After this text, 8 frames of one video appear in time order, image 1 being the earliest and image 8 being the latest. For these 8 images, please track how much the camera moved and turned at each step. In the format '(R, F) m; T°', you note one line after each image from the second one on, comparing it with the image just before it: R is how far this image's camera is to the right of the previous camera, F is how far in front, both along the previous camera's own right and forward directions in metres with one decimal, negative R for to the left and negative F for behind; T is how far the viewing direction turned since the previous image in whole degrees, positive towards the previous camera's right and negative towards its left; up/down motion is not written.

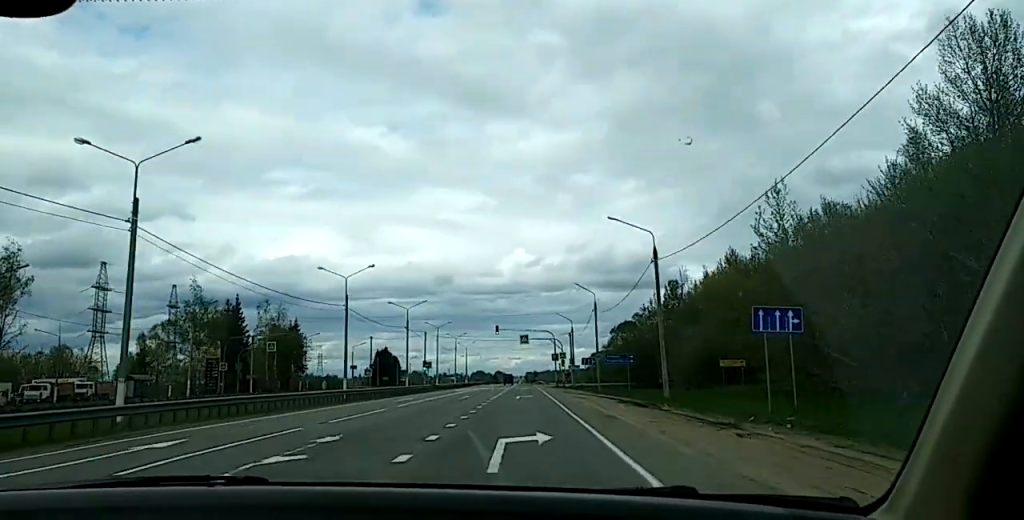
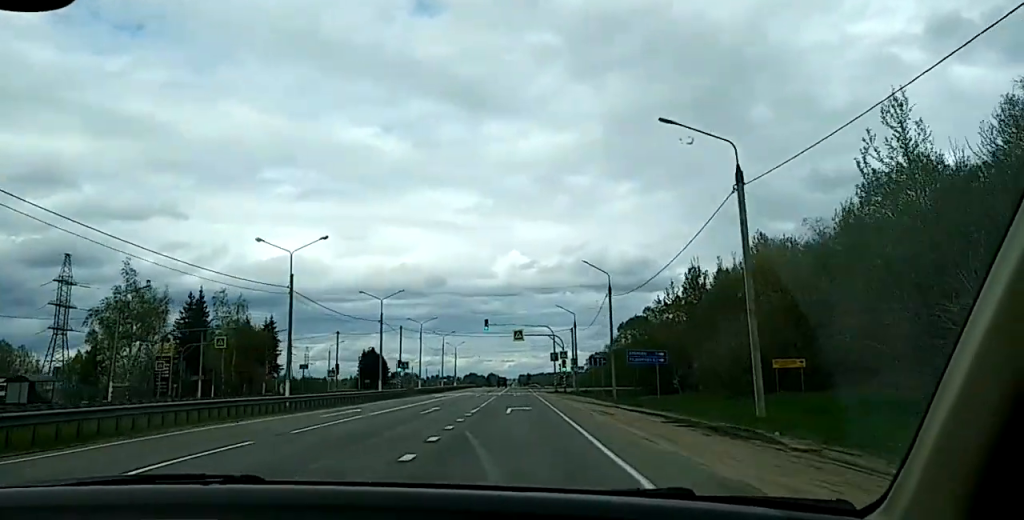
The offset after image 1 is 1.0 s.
(-0.2, +14.9) m; 0°
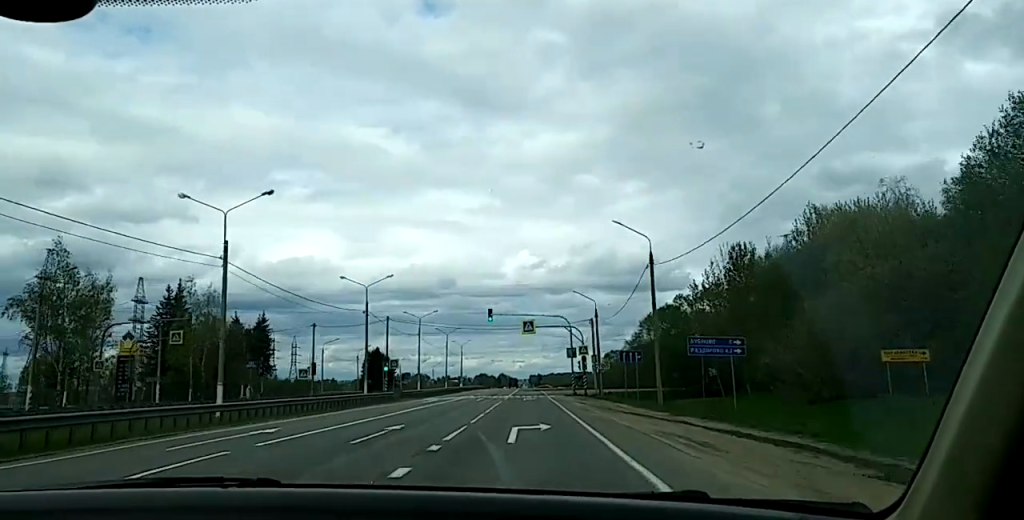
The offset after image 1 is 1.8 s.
(0.0, +12.3) m; +1°
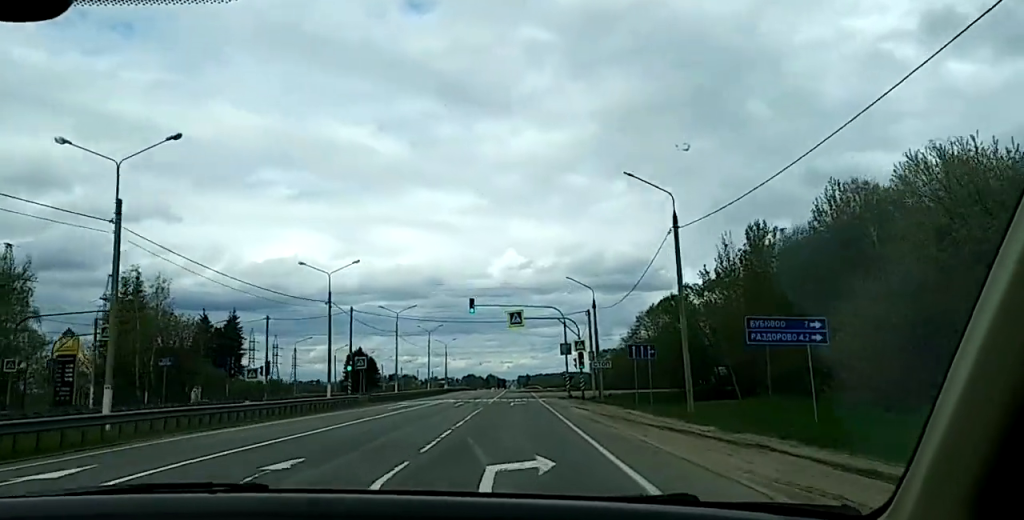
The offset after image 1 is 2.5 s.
(+0.2, +8.3) m; +1°
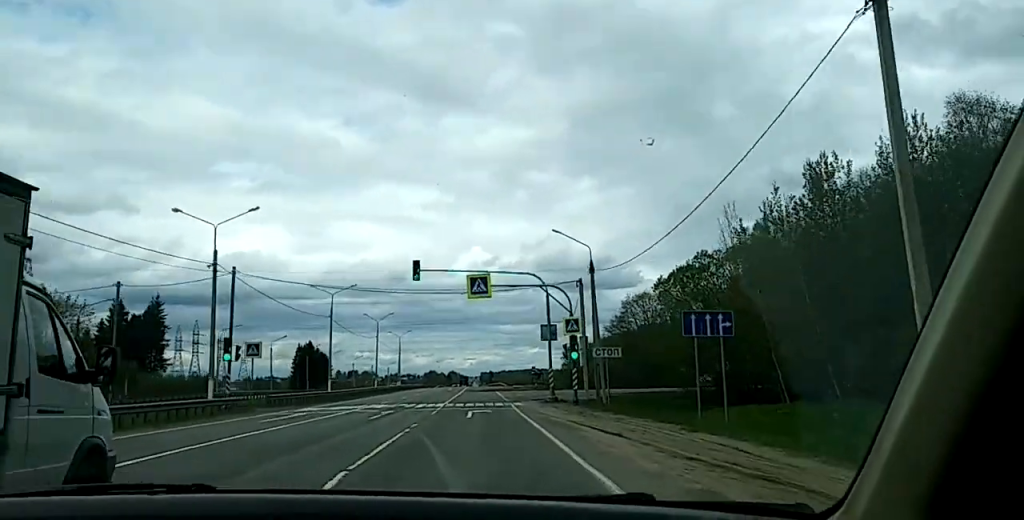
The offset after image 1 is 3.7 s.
(-0.2, +13.6) m; -2°
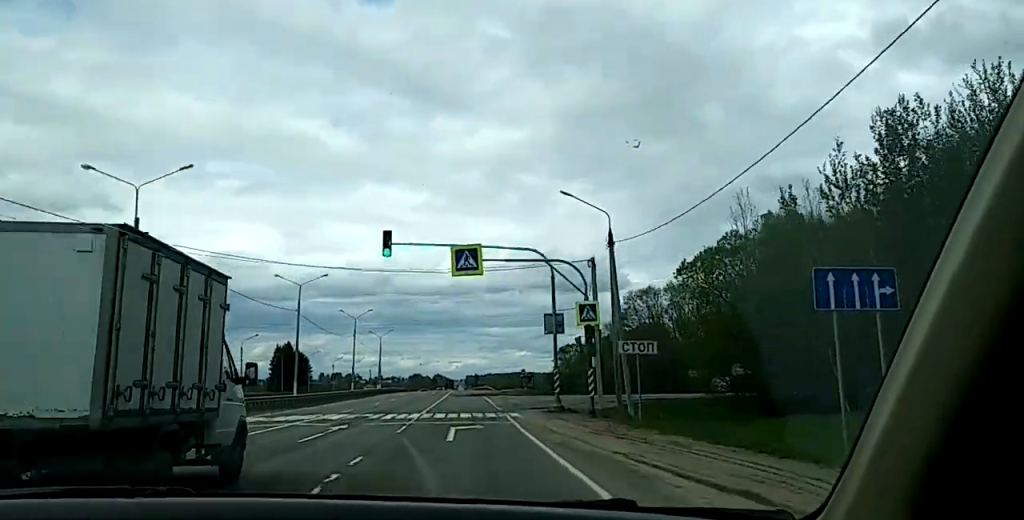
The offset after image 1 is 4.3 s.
(-0.1, +7.2) m; -1°
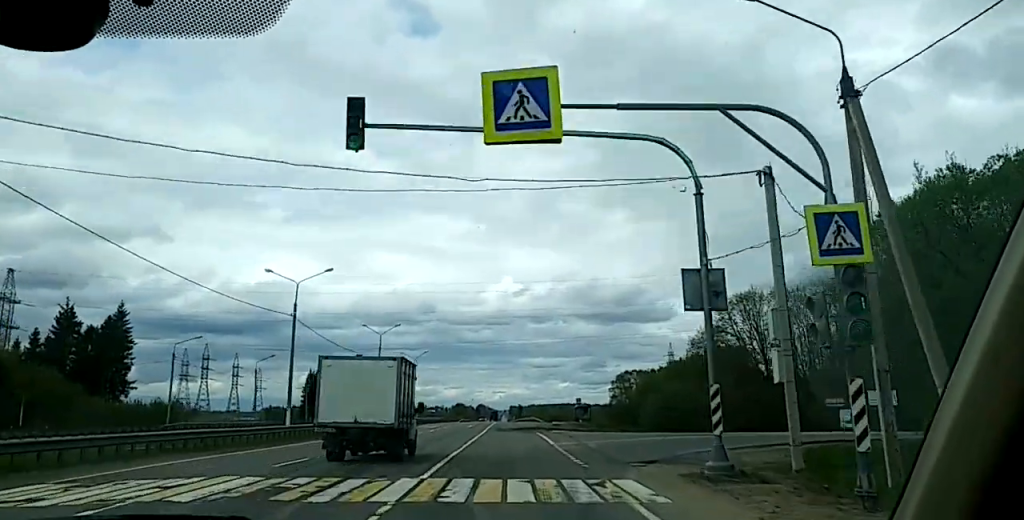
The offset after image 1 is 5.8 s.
(+0.1, +19.0) m; +2°
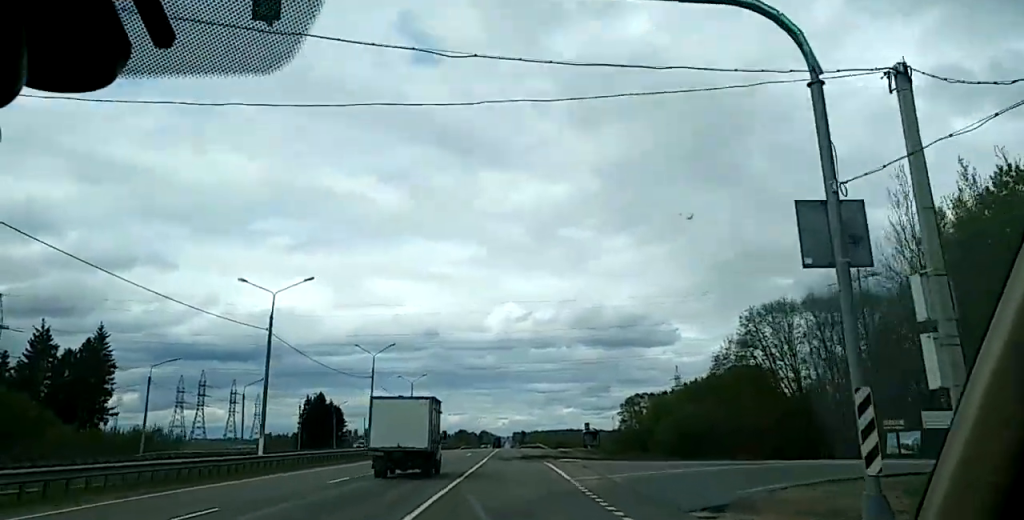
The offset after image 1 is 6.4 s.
(0.0, +8.2) m; +2°
